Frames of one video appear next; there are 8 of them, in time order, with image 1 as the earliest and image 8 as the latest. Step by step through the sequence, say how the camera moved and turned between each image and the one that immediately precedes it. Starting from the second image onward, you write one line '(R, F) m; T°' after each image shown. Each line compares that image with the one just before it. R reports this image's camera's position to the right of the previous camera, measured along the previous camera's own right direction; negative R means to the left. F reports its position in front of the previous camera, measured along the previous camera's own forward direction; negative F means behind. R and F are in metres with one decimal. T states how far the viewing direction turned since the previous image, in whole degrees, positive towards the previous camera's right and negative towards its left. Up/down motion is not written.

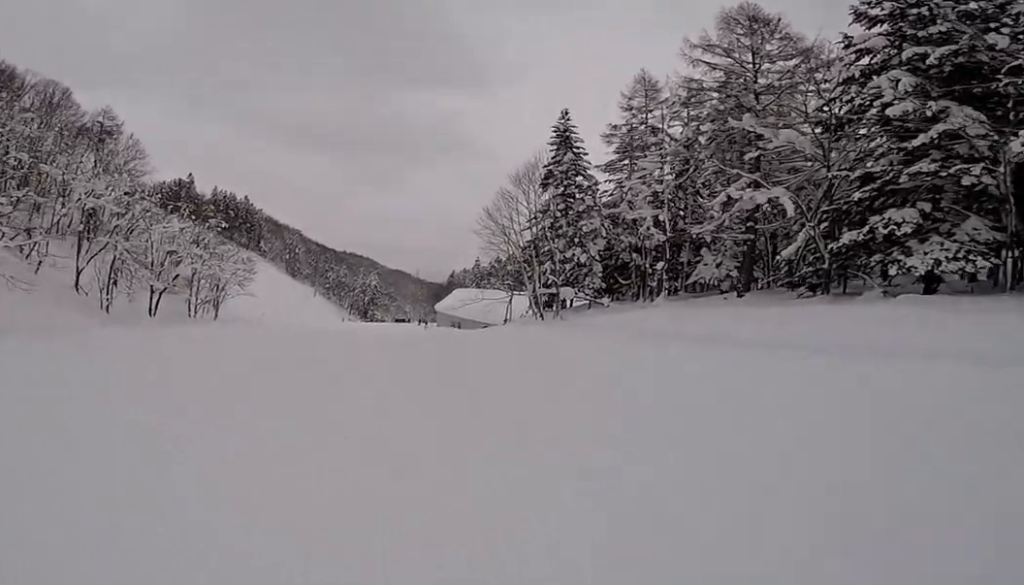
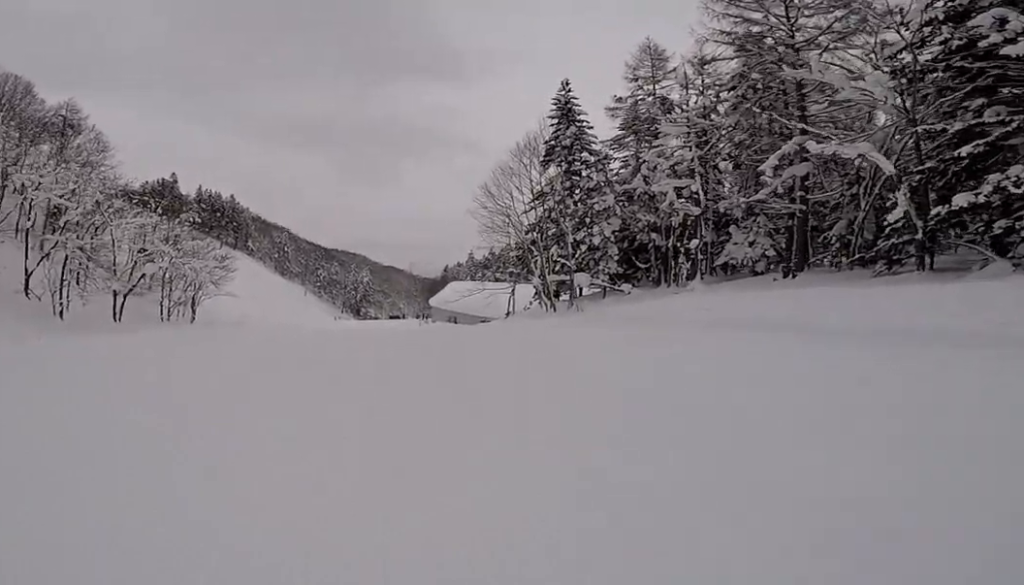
(+0.3, +5.4) m; 0°
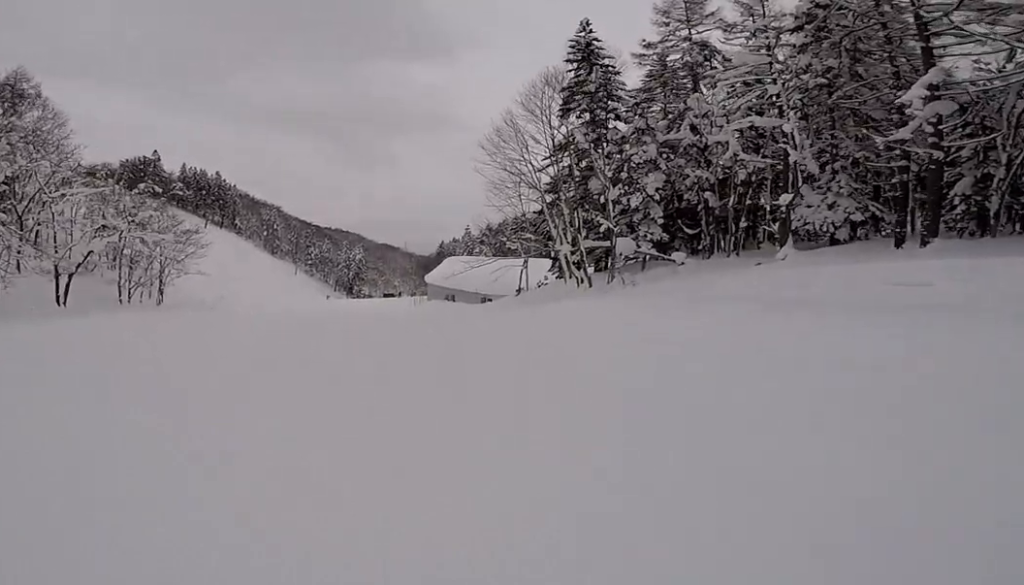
(-0.5, +7.3) m; 0°
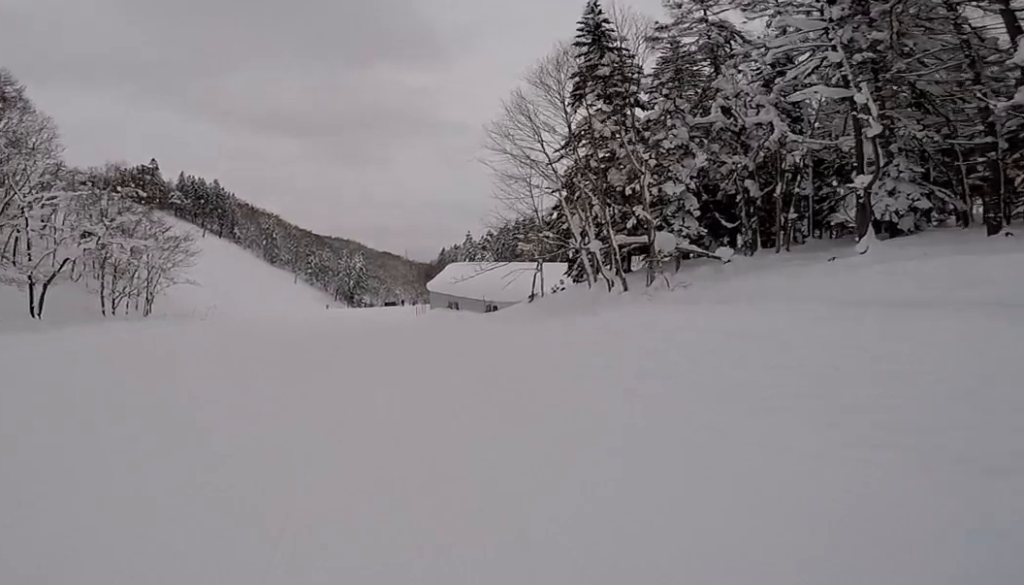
(+0.5, +3.7) m; 0°
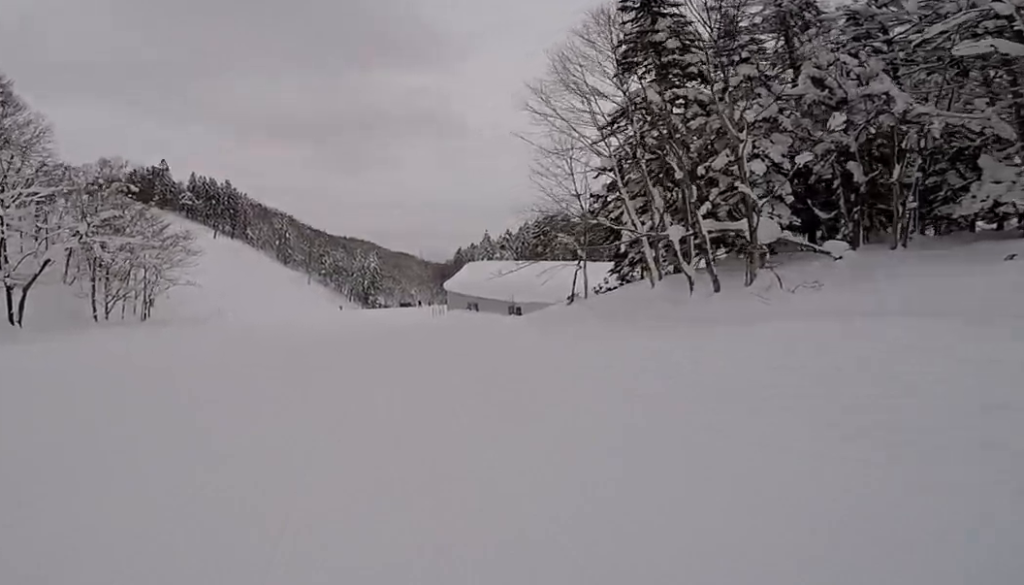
(-0.3, +4.6) m; -4°
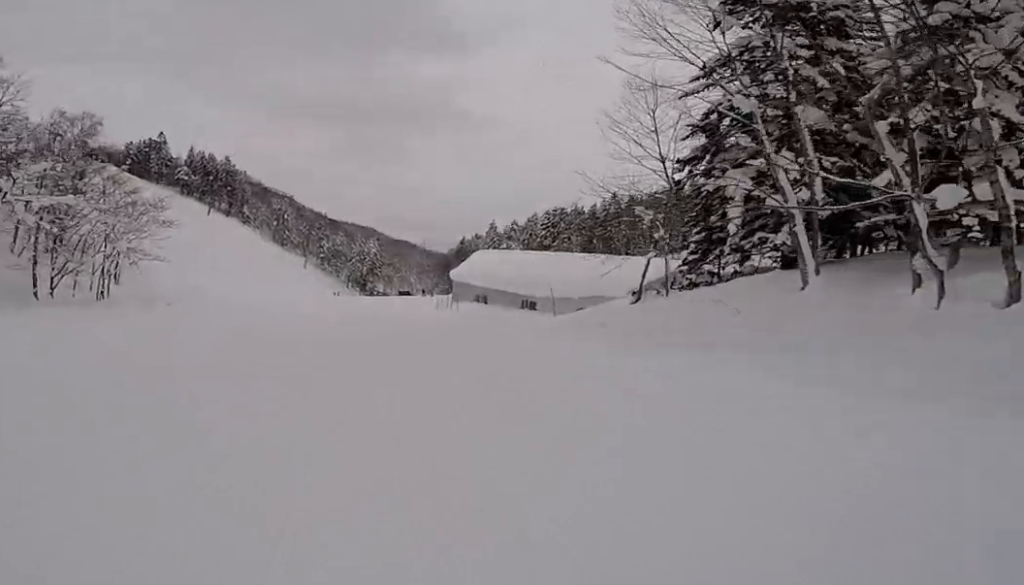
(-0.5, +7.7) m; +6°
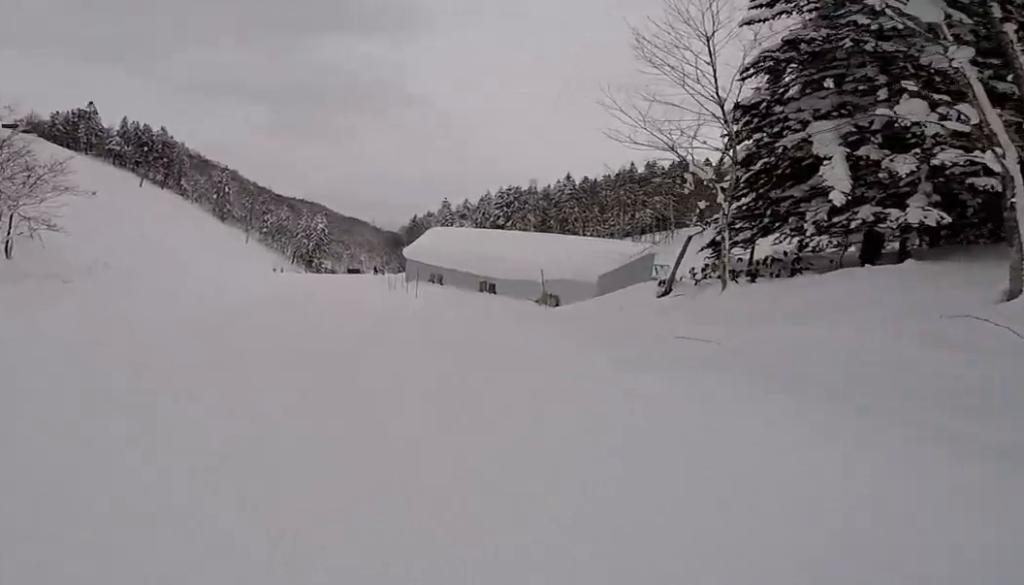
(+1.2, +6.2) m; +4°
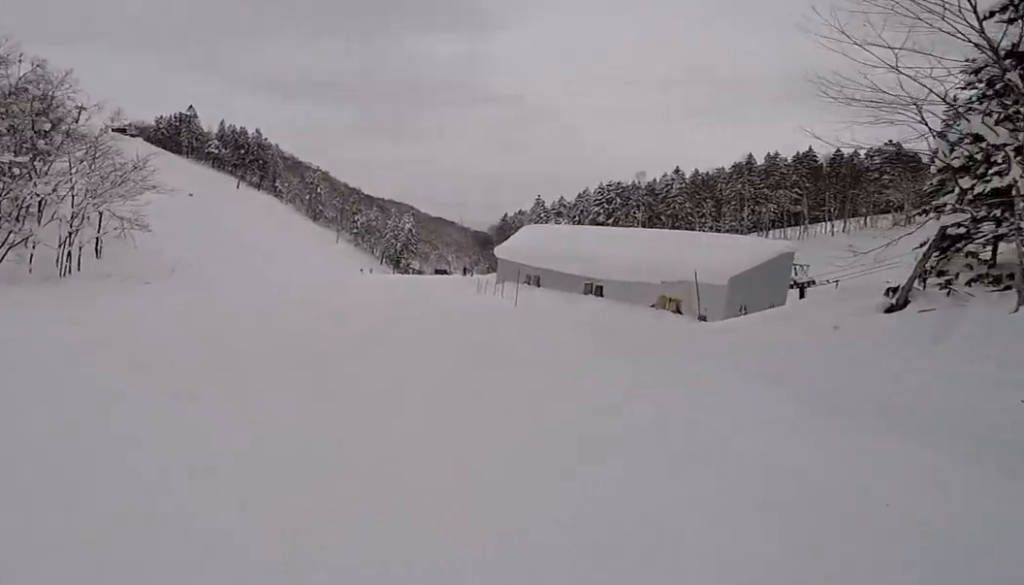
(-0.1, +4.1) m; -5°
